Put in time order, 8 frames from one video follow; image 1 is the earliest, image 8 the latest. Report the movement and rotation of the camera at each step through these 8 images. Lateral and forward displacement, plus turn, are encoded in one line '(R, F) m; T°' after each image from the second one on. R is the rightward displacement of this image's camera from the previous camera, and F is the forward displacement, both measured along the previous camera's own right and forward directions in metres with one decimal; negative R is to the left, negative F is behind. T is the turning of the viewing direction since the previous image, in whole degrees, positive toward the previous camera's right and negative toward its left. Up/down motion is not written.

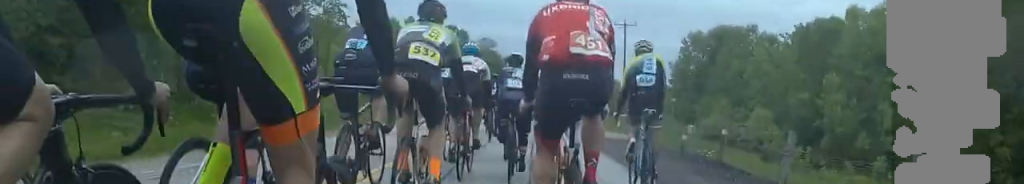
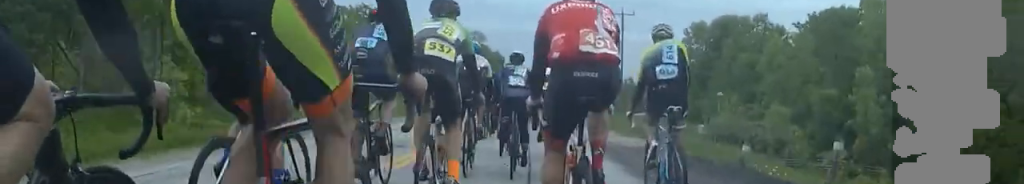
(0.0, +5.1) m; 0°
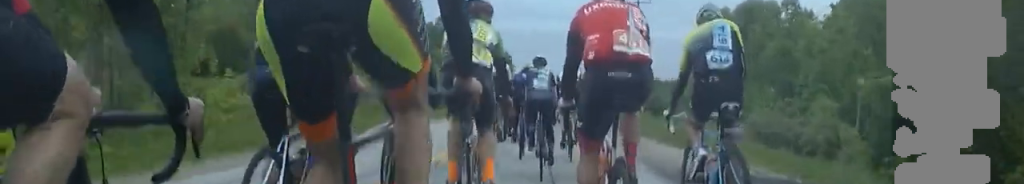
(0.0, +5.4) m; 0°
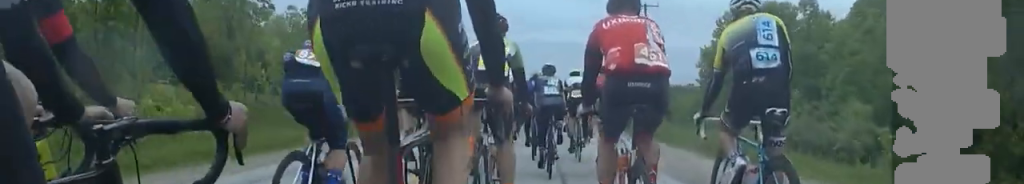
(0.0, +3.8) m; 0°
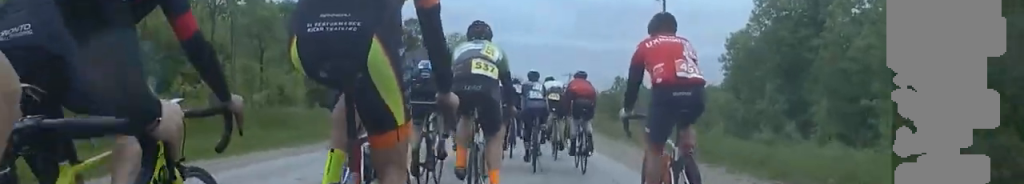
(0.0, +16.1) m; 0°
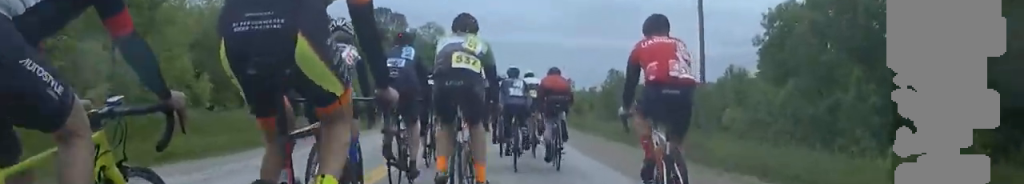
(0.0, +13.0) m; 0°
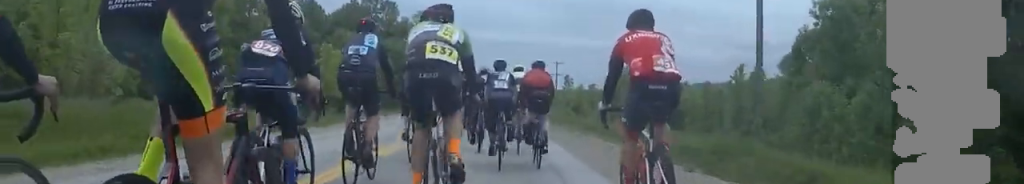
(0.0, +8.0) m; 0°
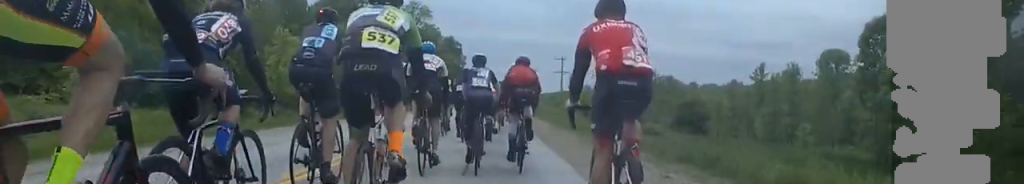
(0.0, +10.6) m; 0°
